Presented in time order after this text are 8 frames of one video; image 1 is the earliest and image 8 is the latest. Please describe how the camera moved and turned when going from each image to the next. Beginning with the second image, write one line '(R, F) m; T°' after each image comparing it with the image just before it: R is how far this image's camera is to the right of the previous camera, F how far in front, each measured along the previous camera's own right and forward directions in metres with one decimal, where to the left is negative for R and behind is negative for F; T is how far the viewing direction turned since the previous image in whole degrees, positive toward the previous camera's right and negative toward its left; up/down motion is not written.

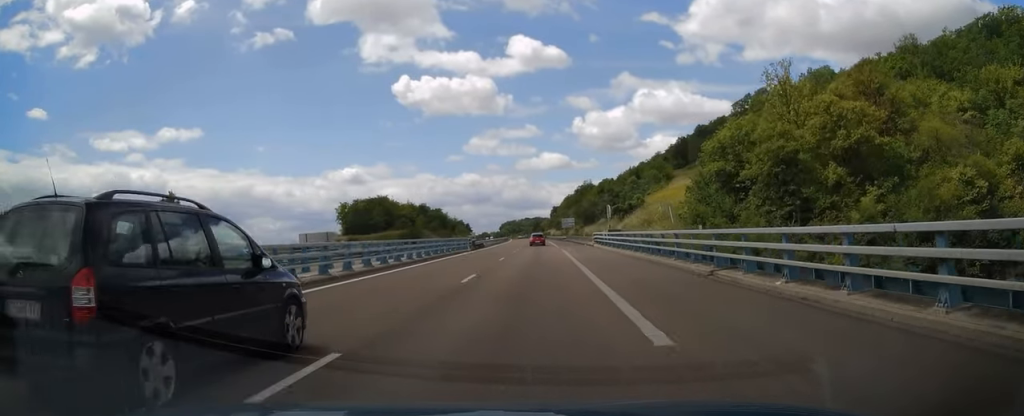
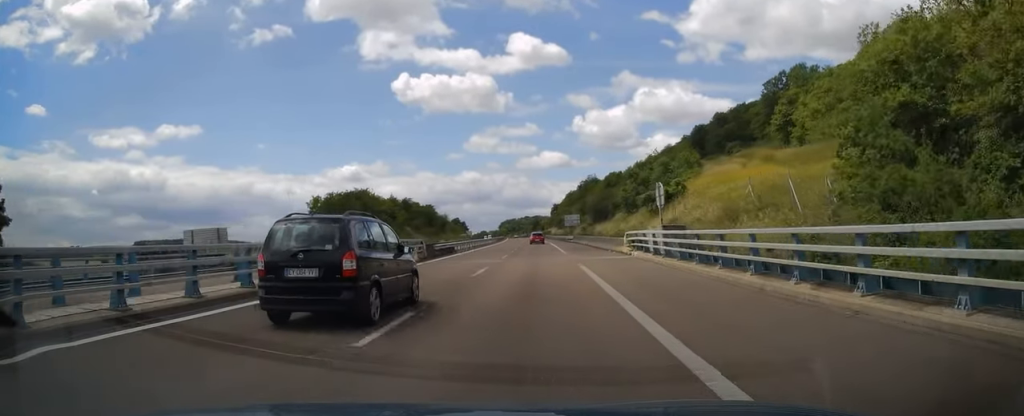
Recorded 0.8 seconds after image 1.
(+0.3, +22.9) m; 0°
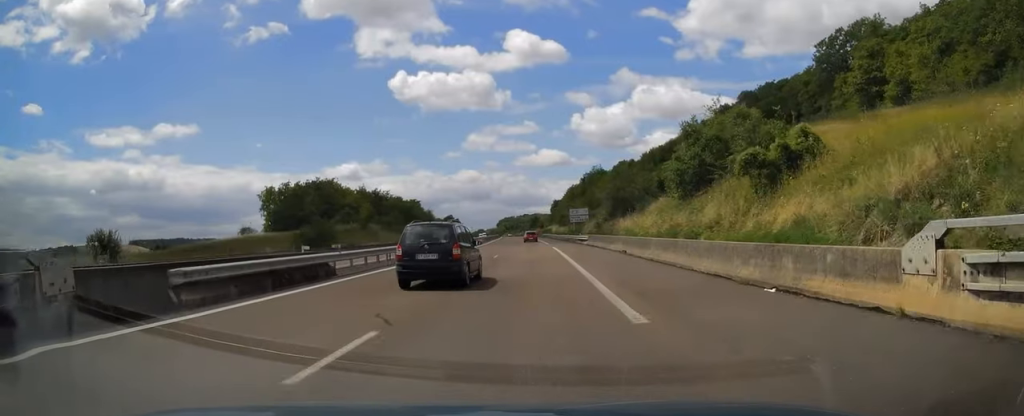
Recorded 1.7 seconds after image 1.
(-0.4, +28.3) m; -1°
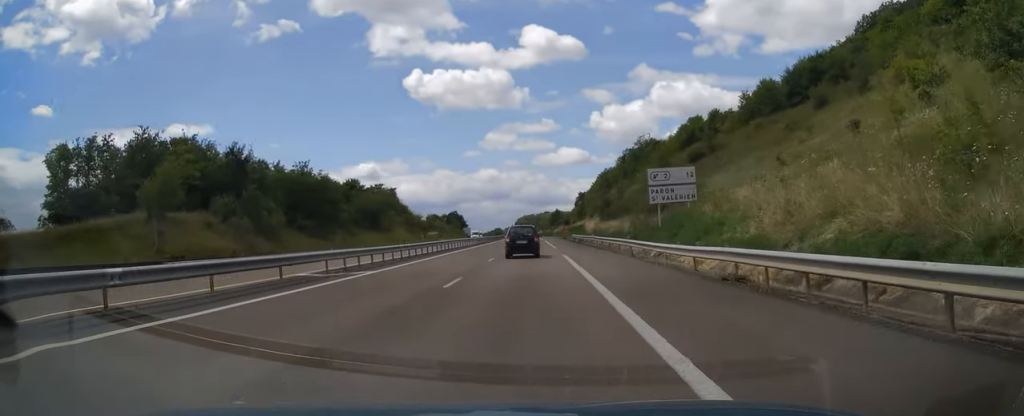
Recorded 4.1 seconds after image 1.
(-0.3, +70.0) m; -1°
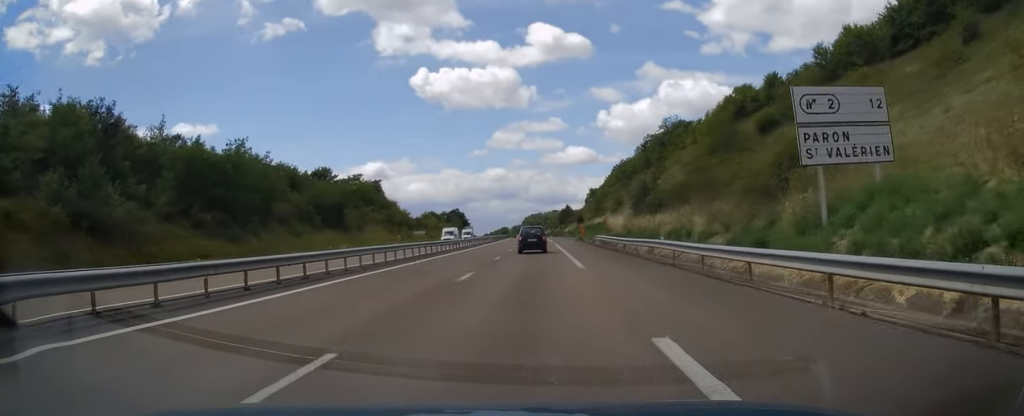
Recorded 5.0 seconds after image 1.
(-0.3, +24.5) m; 0°
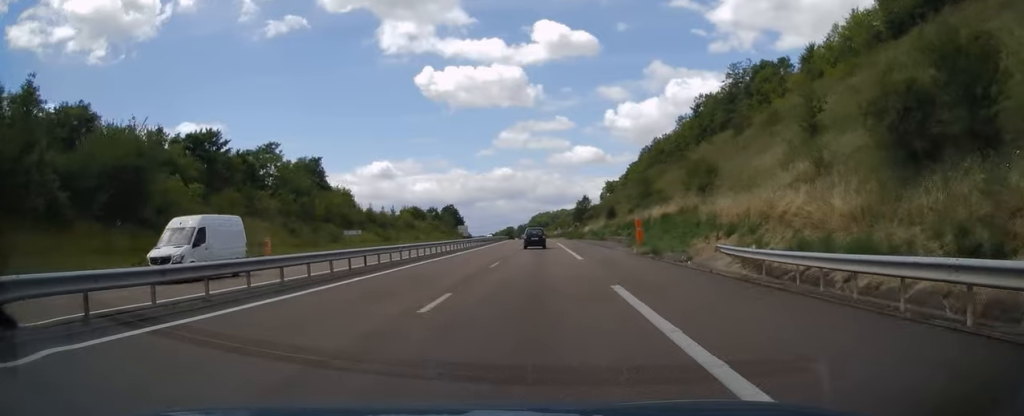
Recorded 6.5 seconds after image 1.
(-0.3, +46.4) m; -2°
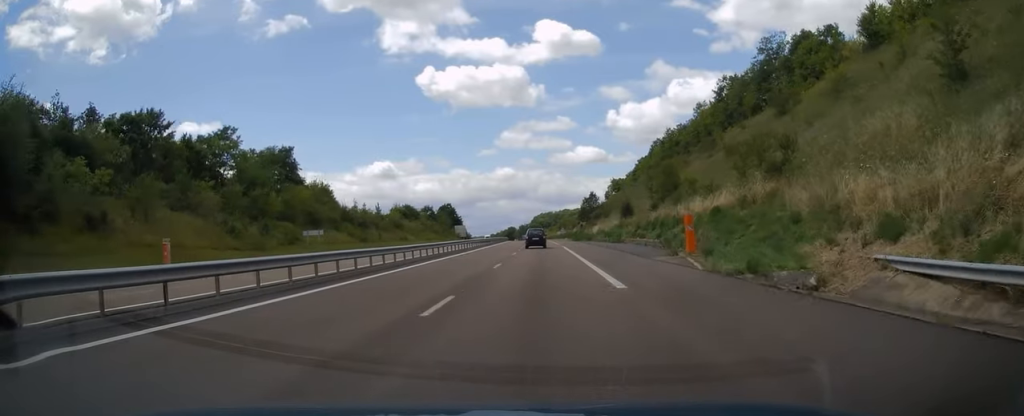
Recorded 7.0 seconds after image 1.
(-0.1, +13.7) m; 0°
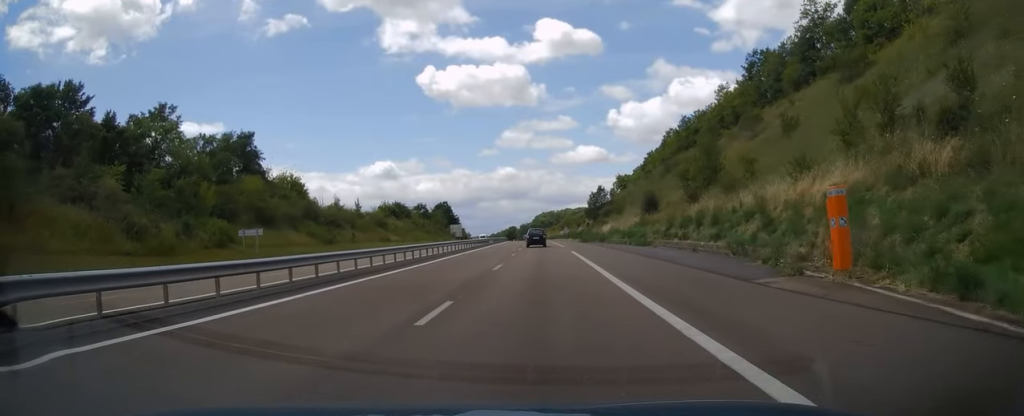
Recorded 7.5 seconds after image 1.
(-0.1, +14.2) m; 0°
